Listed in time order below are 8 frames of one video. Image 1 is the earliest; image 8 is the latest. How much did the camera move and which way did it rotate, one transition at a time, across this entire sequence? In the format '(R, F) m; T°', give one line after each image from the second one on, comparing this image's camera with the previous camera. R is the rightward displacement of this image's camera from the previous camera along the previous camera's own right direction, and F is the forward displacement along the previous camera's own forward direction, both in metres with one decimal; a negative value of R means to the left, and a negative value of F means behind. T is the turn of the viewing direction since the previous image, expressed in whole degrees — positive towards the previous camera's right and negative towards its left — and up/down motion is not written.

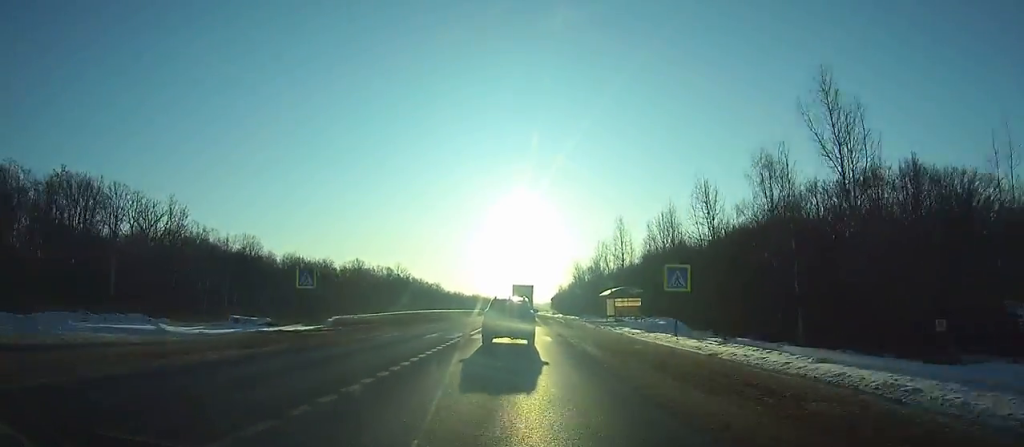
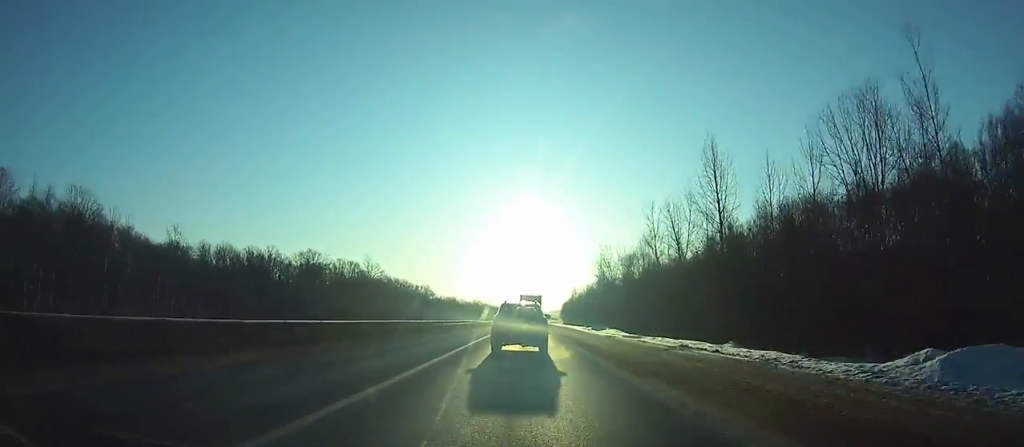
(0.0, +56.6) m; 0°
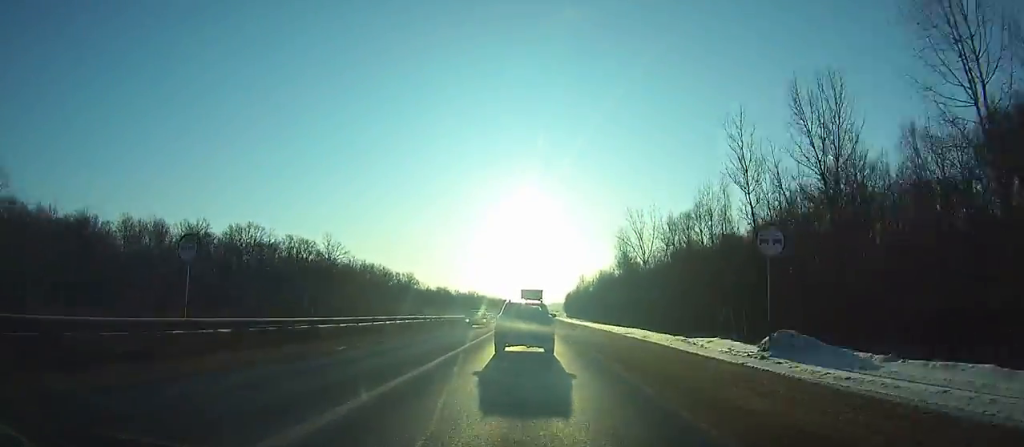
(0.0, +39.0) m; 0°
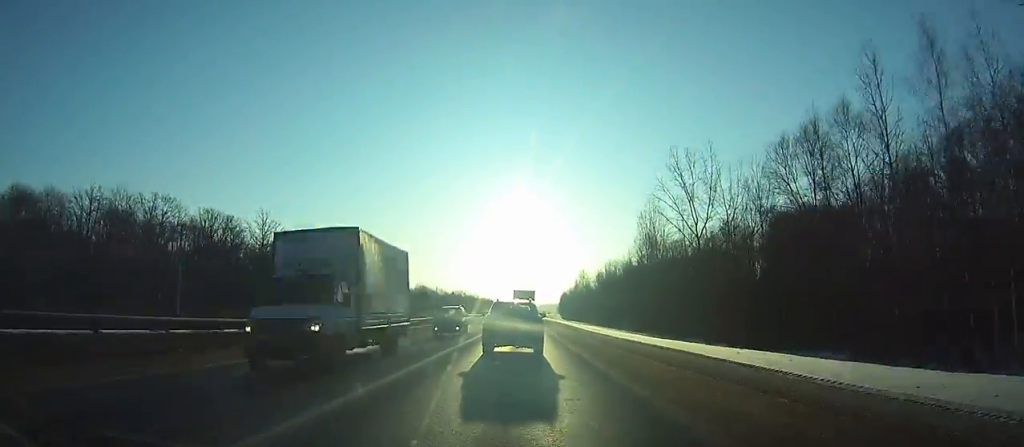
(+0.1, +35.3) m; 0°
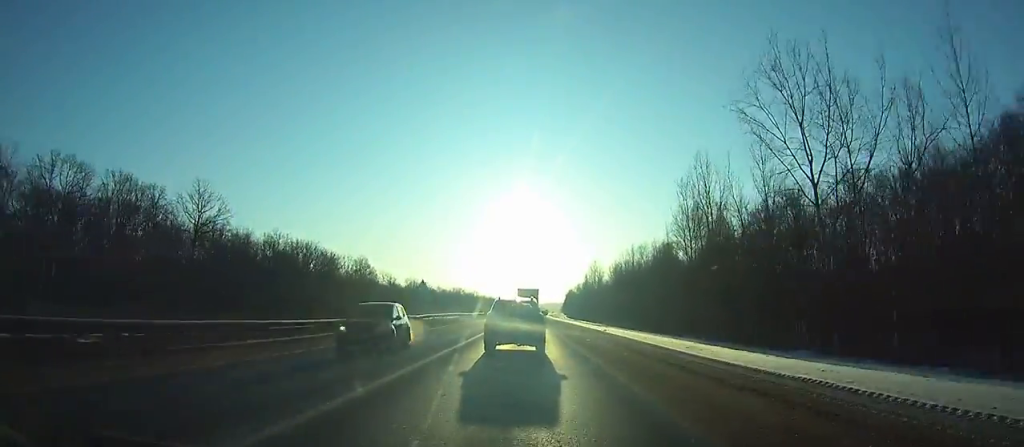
(0.0, +26.7) m; 0°
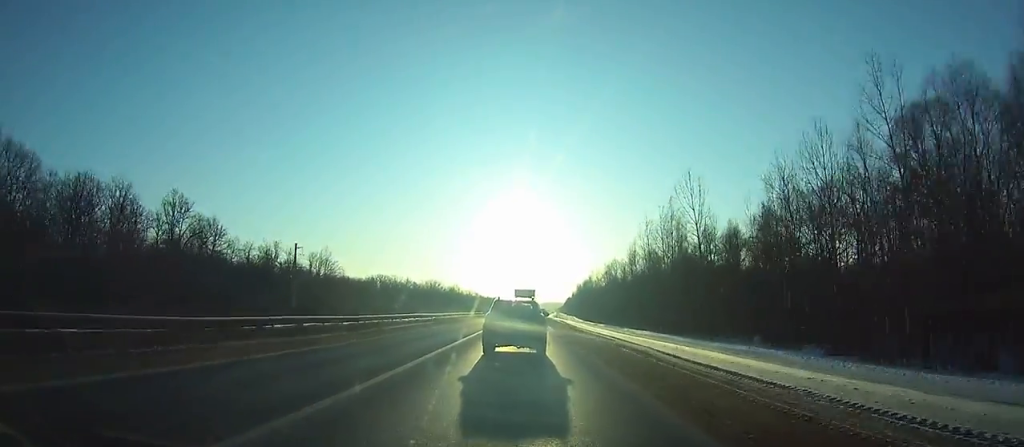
(+0.7, +97.2) m; +1°
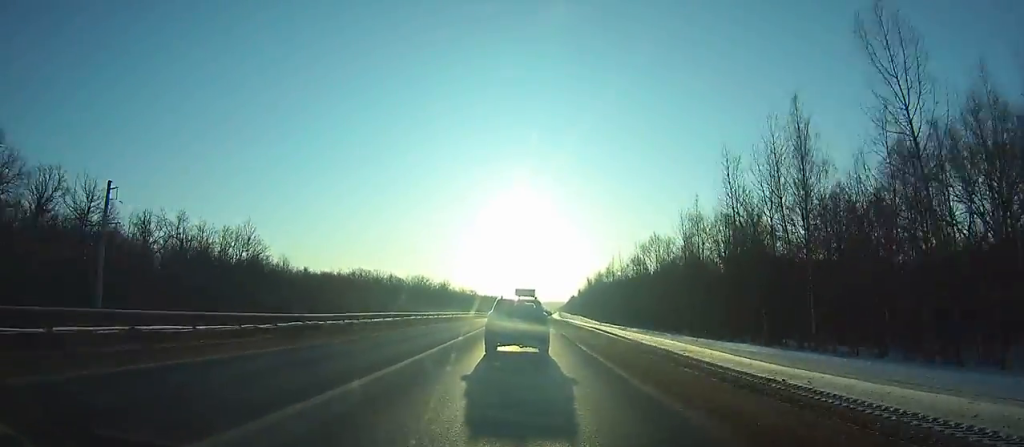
(0.0, +38.8) m; 0°
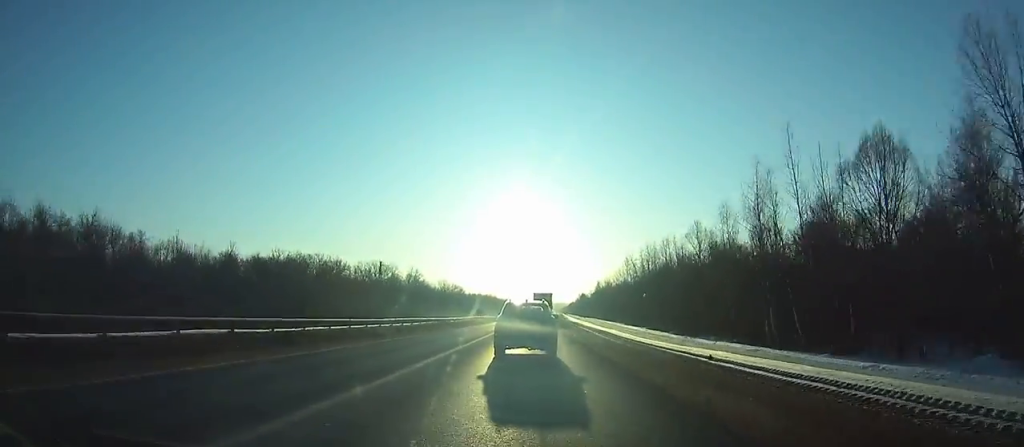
(-0.6, +80.2) m; 0°
